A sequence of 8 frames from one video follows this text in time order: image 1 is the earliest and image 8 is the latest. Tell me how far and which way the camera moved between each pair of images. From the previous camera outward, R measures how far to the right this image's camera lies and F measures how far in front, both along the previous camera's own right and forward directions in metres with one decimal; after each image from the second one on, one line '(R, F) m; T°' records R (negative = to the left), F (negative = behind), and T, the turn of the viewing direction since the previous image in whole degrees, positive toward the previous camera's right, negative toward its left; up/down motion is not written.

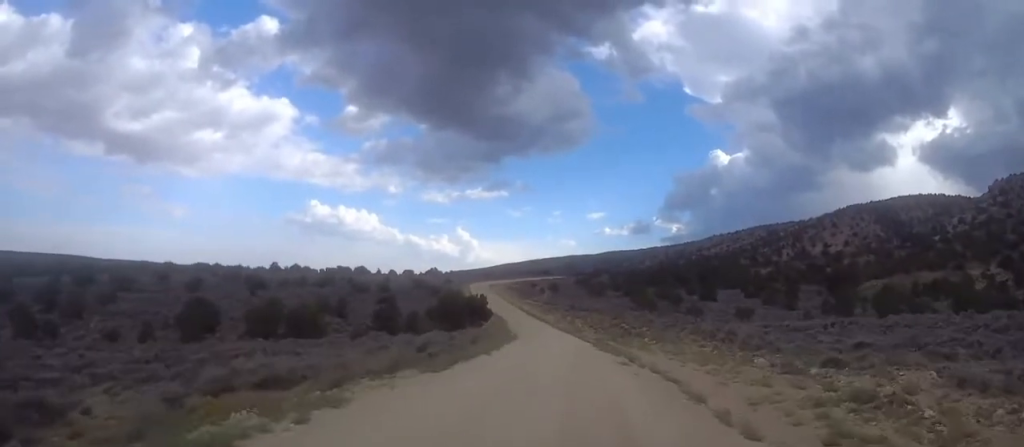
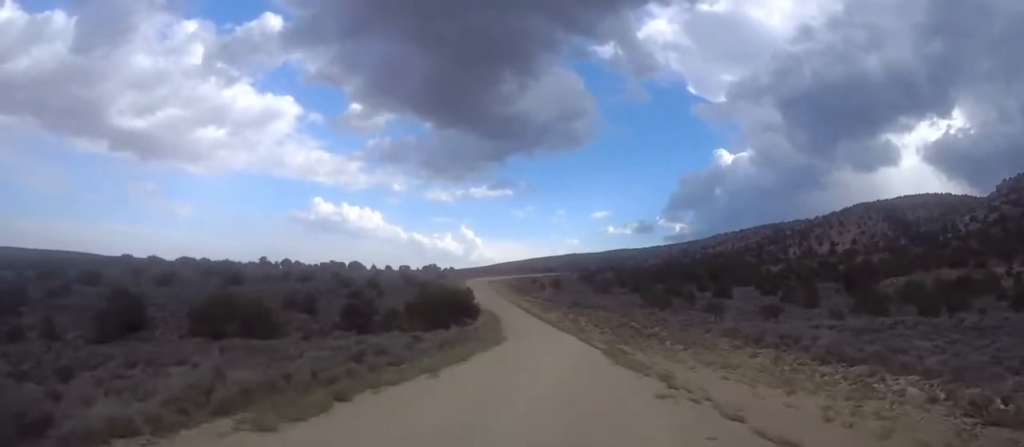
(+0.2, +11.8) m; 0°
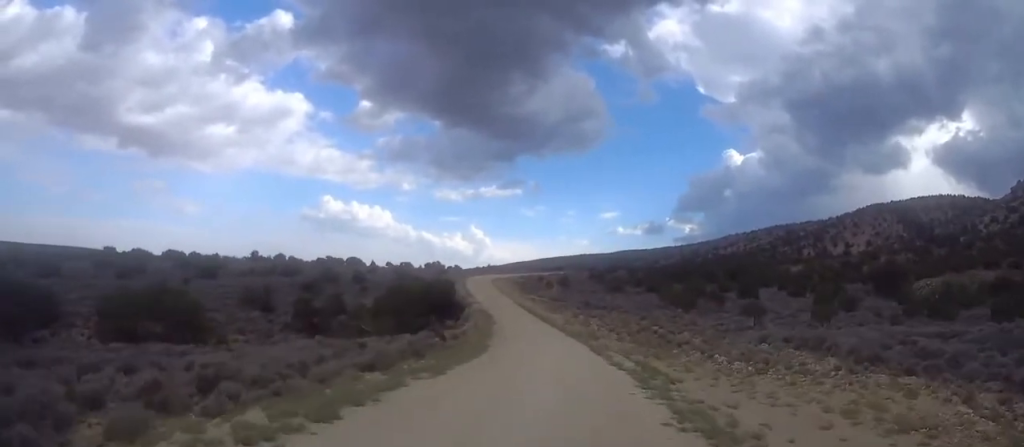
(-0.2, +14.5) m; -1°
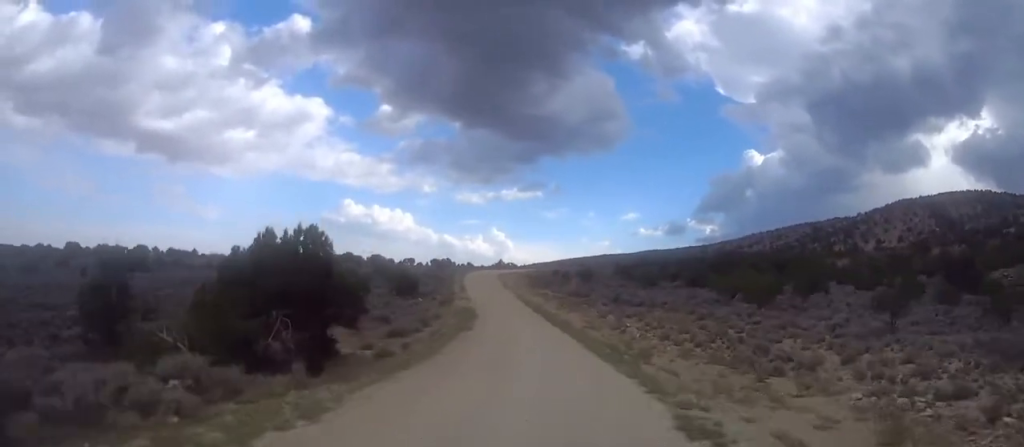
(-0.1, +28.3) m; -1°
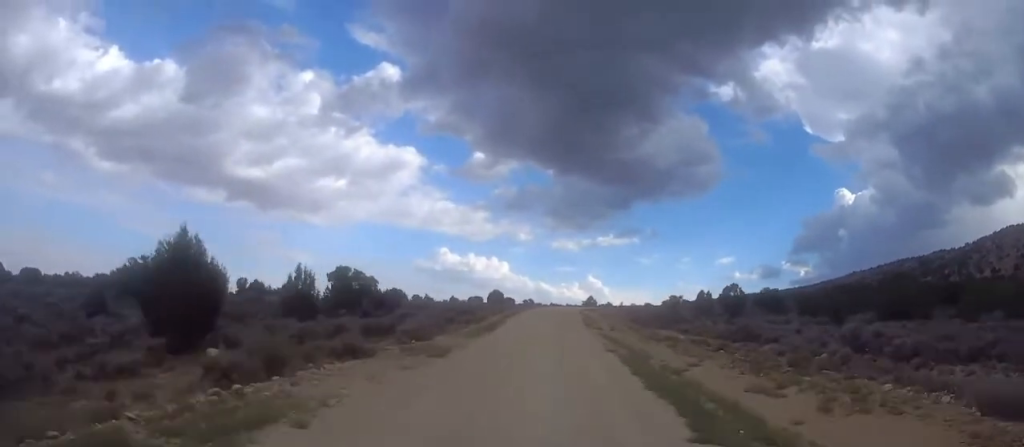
(-4.1, +52.5) m; -9°
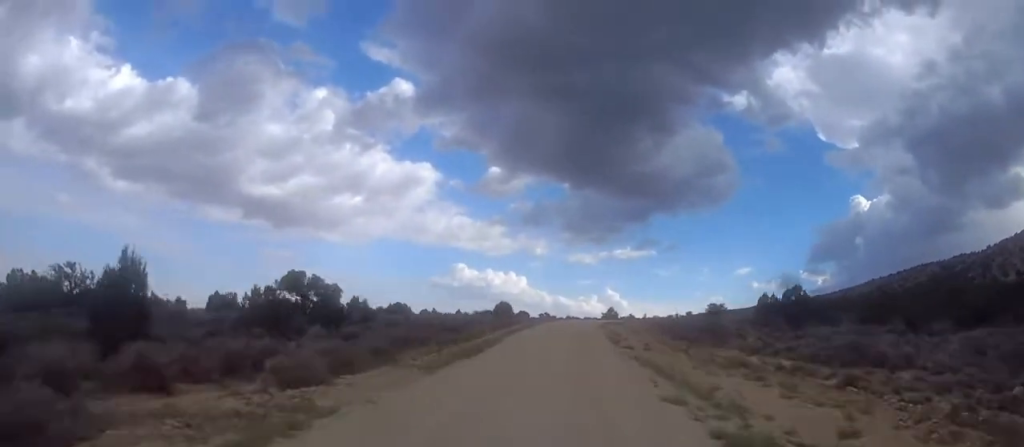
(+0.2, +14.0) m; -2°
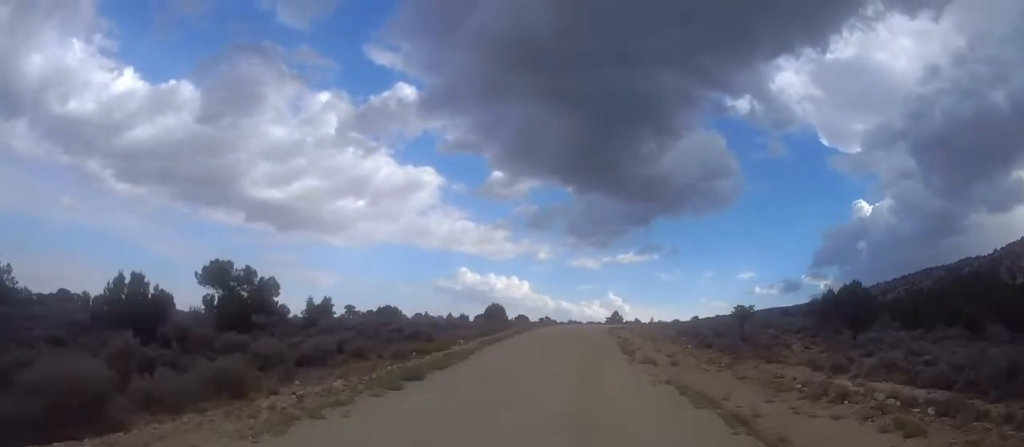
(-0.7, +10.5) m; -1°
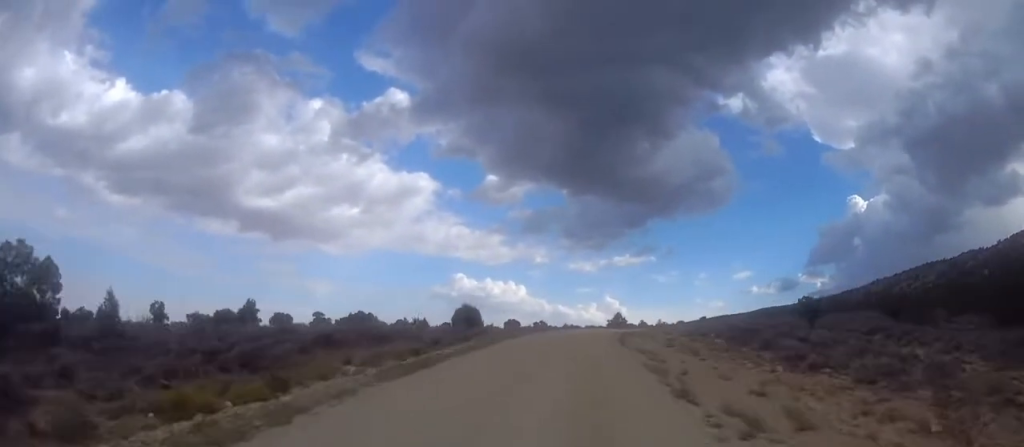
(-0.2, +17.8) m; 0°
